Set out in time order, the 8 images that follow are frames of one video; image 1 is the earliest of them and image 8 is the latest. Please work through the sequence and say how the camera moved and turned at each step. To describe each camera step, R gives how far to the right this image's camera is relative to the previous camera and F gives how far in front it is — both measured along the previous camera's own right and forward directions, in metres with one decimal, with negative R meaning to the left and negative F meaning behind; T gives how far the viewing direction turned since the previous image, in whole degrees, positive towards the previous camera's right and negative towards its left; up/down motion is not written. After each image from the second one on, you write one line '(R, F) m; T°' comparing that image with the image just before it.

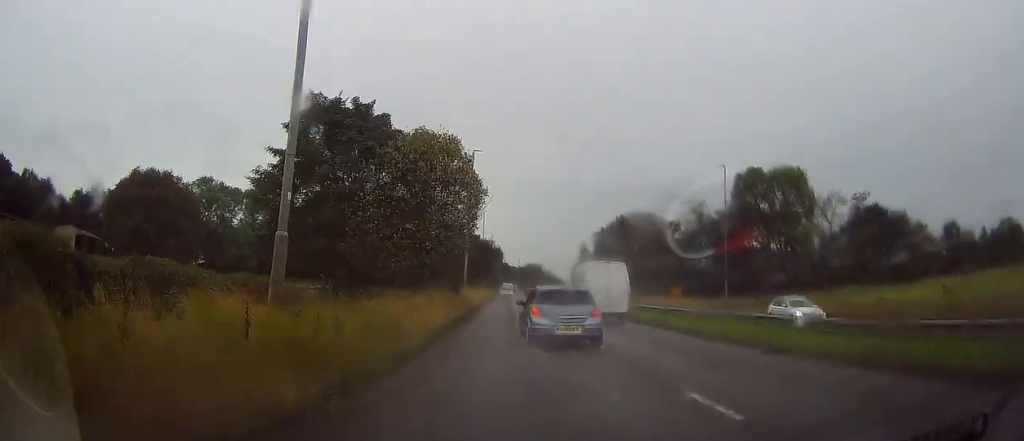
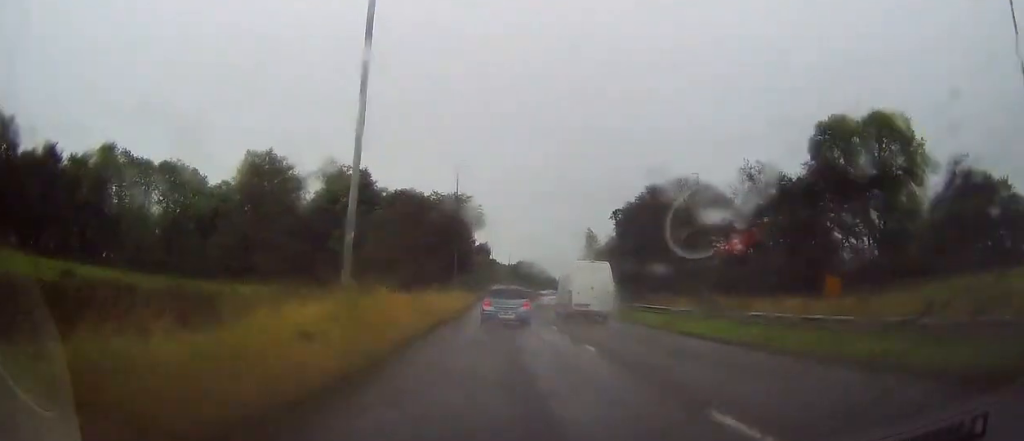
(+0.7, +37.9) m; +1°
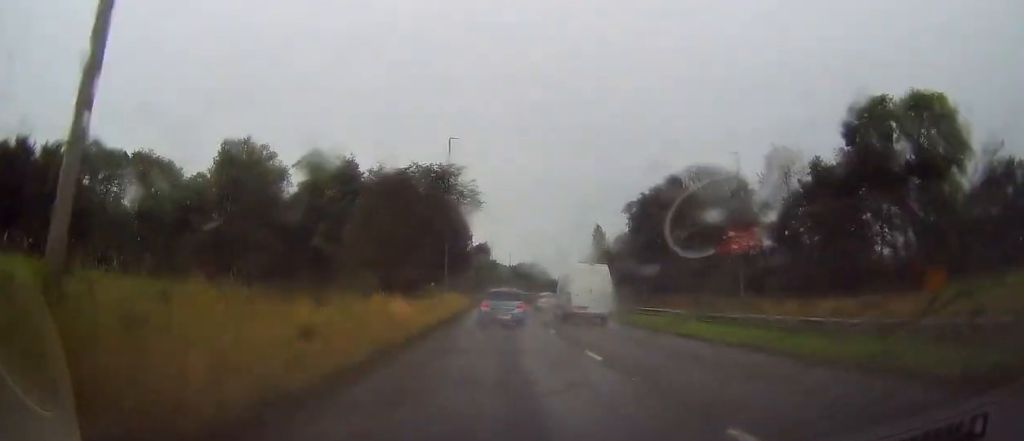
(+0.1, +10.1) m; 0°
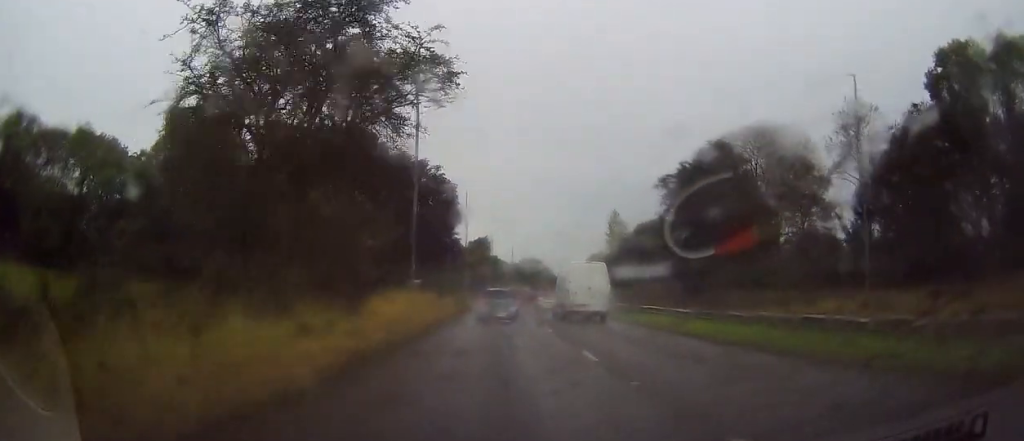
(0.0, +19.0) m; 0°
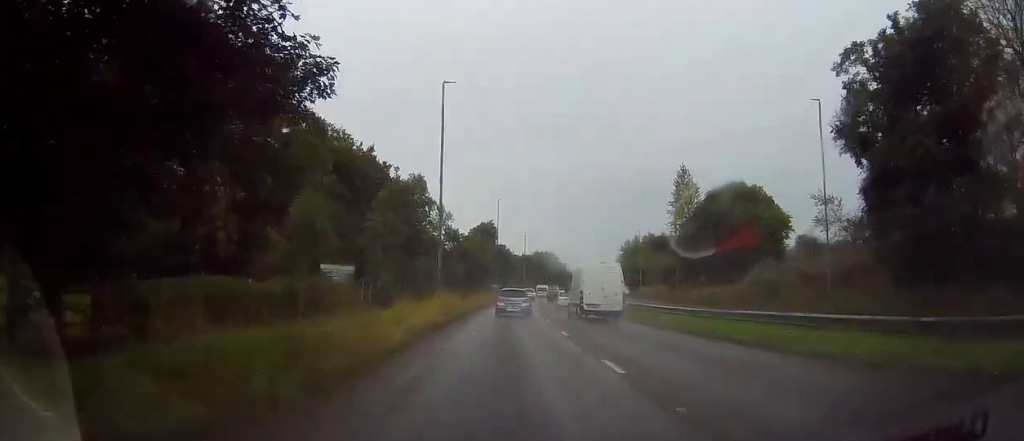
(+0.2, +38.4) m; 0°
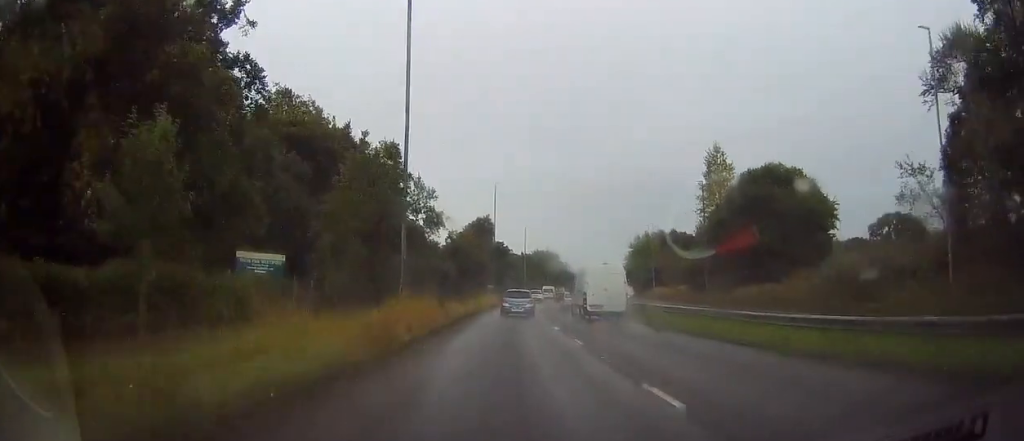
(0.0, +12.4) m; -1°
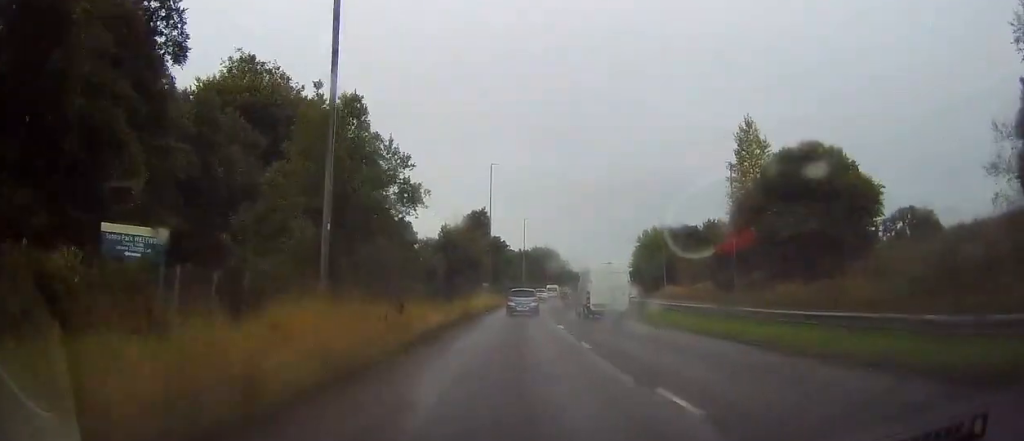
(-0.1, +9.8) m; +1°
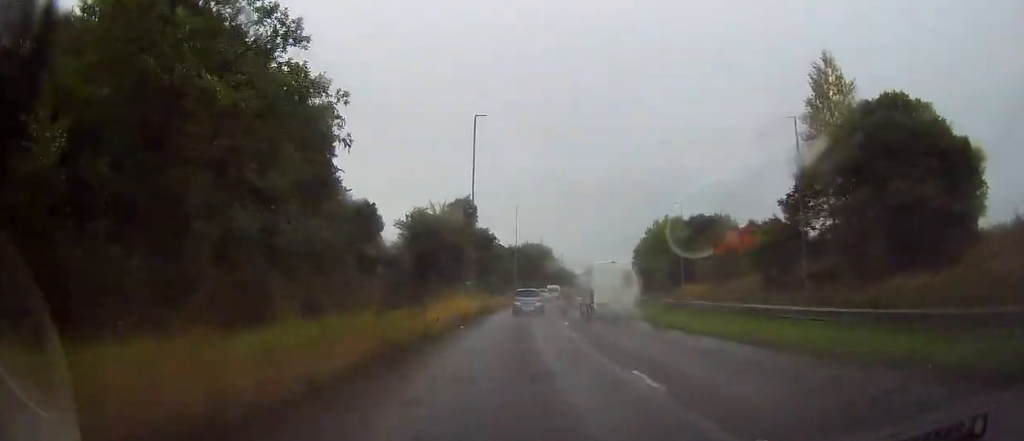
(+0.1, +16.3) m; +1°
